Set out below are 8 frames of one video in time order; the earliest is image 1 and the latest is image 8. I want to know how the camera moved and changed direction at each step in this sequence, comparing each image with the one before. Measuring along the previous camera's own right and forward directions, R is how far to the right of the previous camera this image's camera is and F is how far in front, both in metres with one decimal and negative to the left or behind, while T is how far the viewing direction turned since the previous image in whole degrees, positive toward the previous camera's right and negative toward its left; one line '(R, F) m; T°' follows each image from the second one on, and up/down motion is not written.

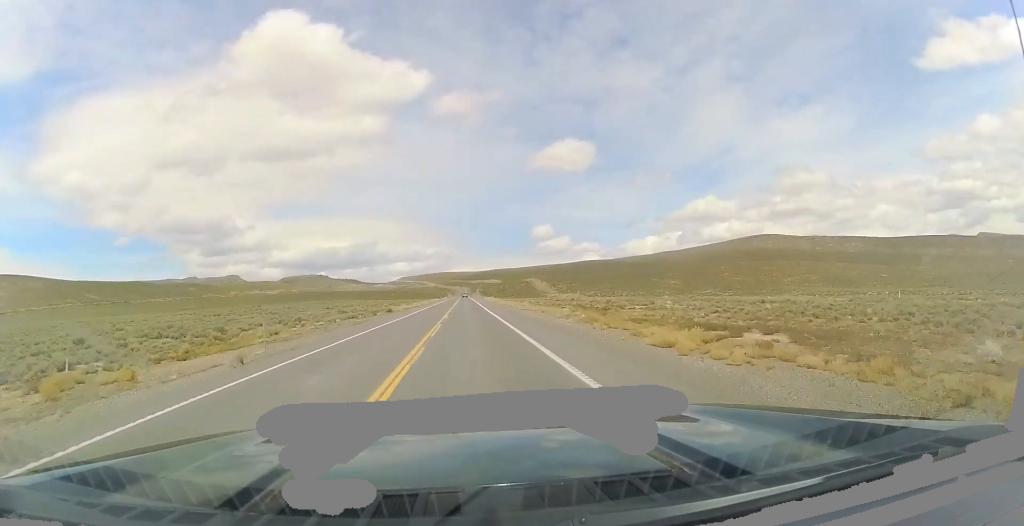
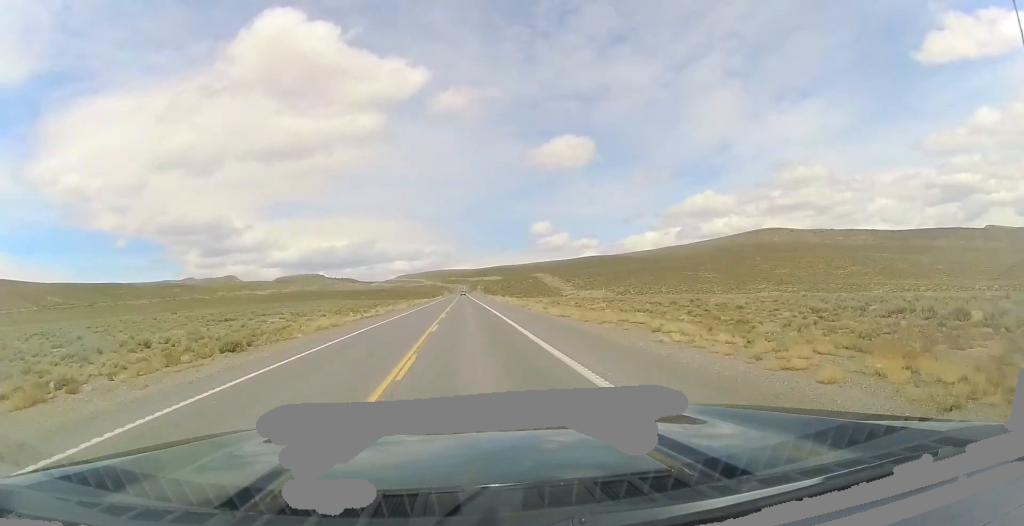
(-0.4, +51.5) m; 0°
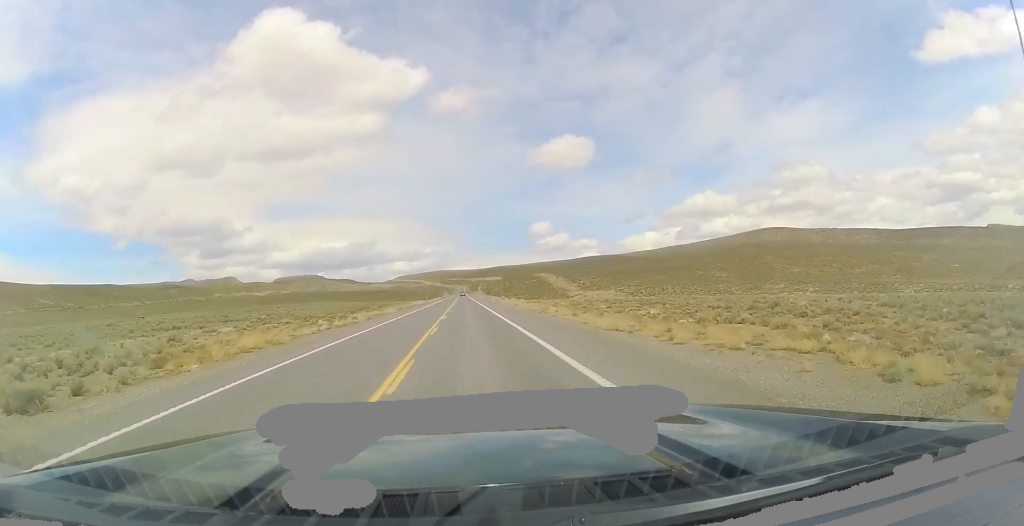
(0.0, +13.5) m; 0°
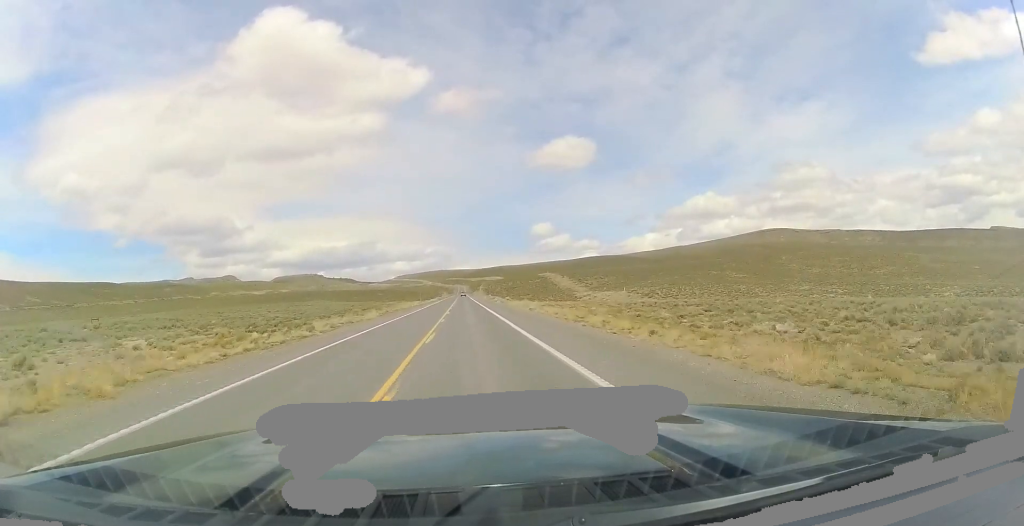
(0.0, +15.6) m; 0°
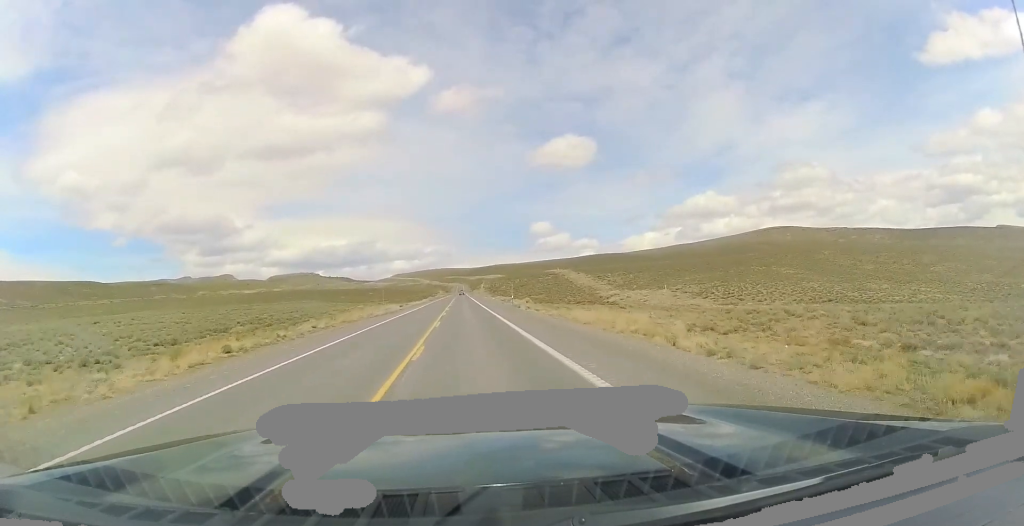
(+0.2, +41.9) m; 0°
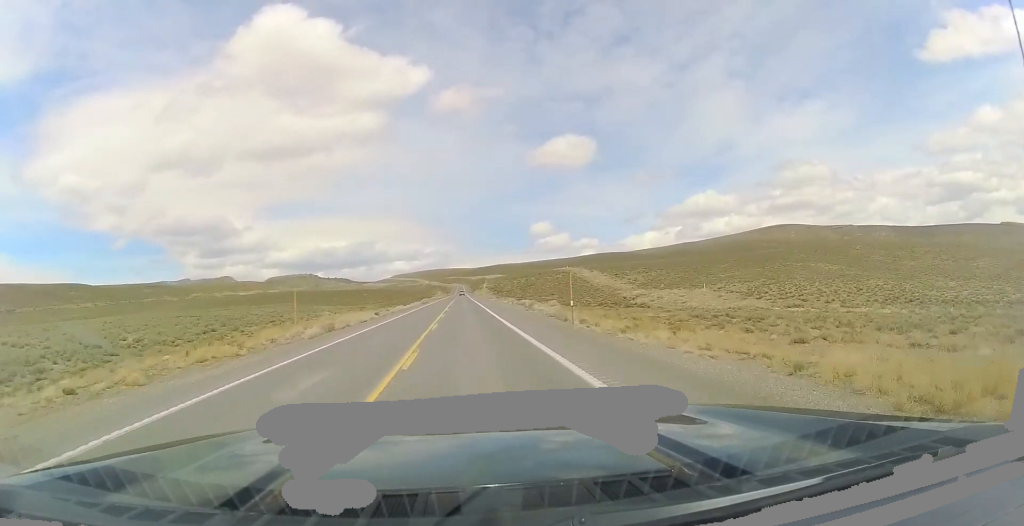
(0.0, +26.2) m; 0°
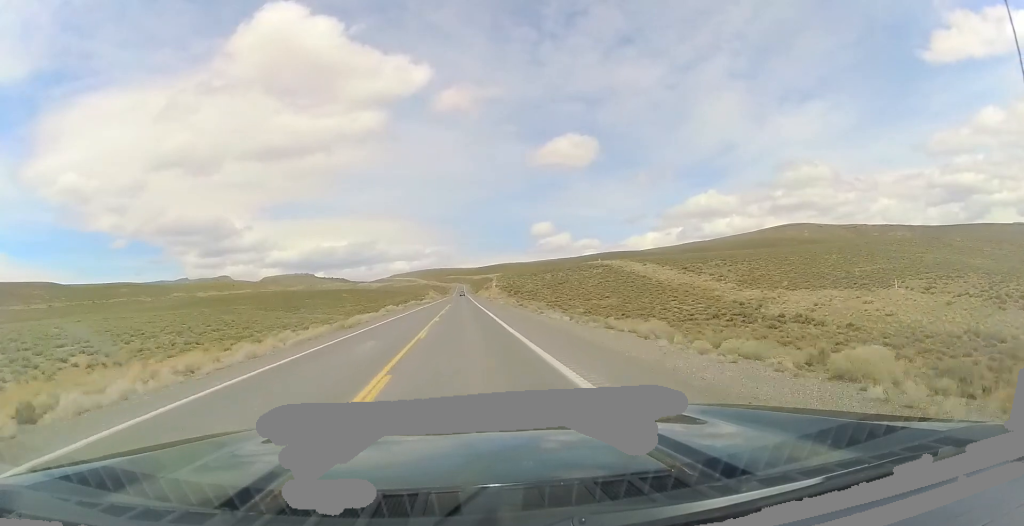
(-0.2, +66.4) m; 0°
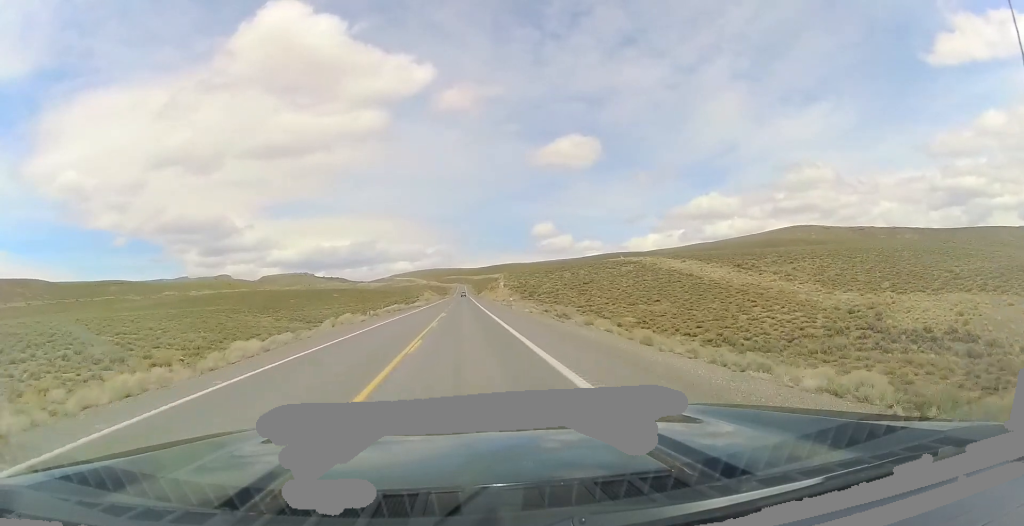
(-0.2, +28.6) m; 0°
